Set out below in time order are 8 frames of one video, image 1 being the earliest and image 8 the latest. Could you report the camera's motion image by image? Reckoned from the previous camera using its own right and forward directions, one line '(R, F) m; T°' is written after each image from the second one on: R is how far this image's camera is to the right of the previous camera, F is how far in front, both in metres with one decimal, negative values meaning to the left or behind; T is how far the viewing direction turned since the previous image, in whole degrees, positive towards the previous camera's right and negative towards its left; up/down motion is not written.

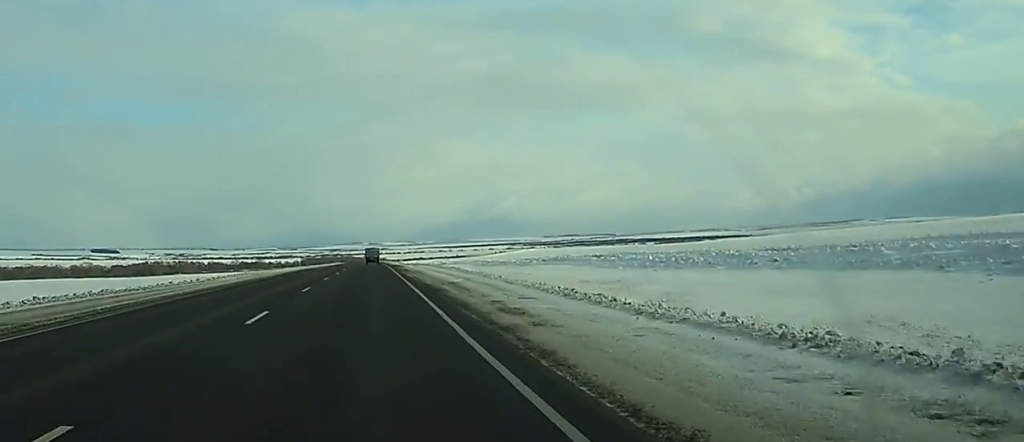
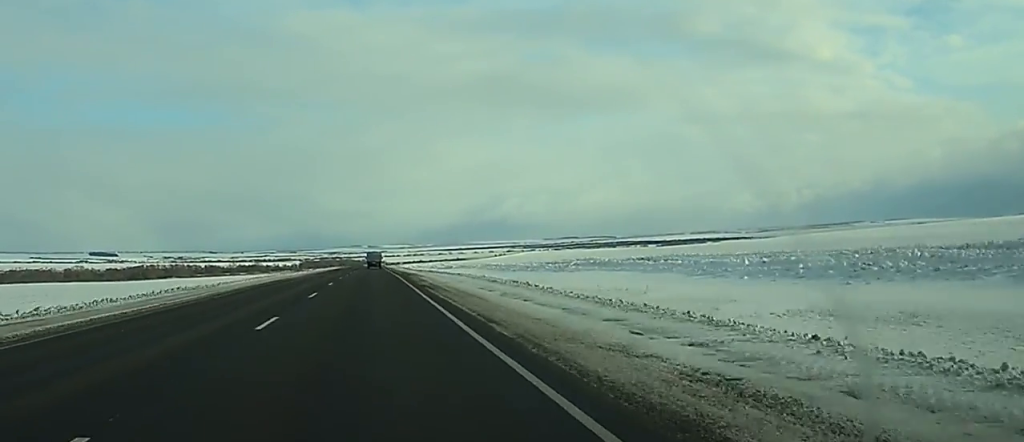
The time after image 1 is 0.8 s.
(-0.1, +23.7) m; 0°
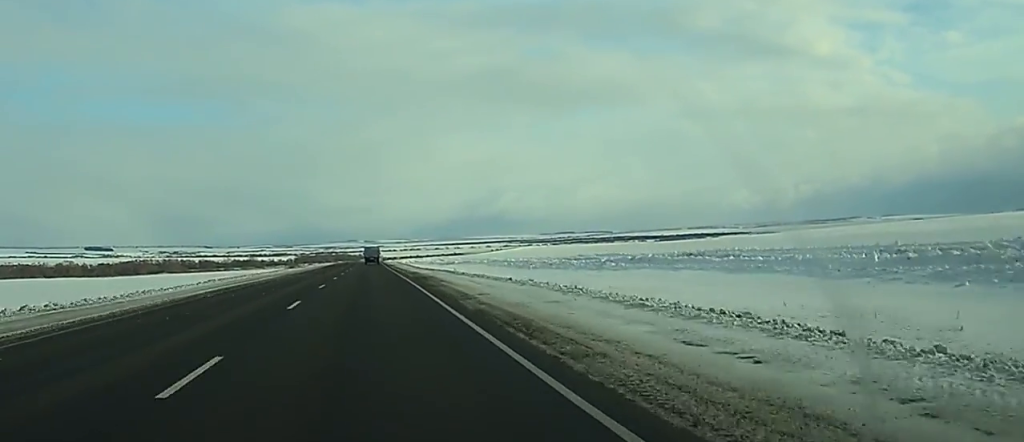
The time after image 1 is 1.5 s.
(0.0, +18.9) m; 0°
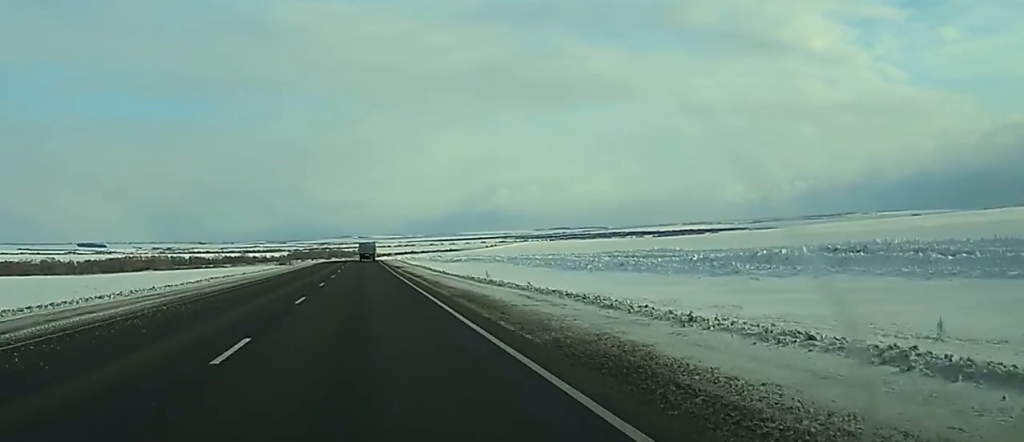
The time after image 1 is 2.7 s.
(+0.1, +33.1) m; +1°
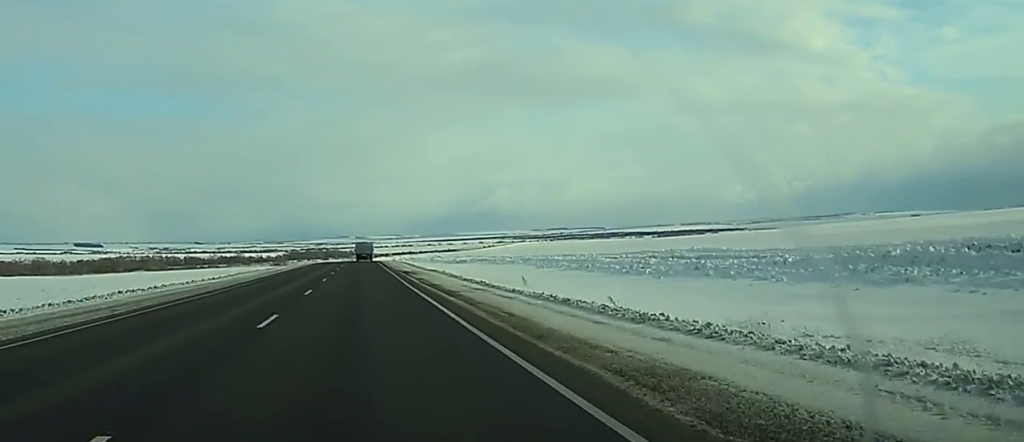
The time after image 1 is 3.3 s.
(0.0, +18.8) m; 0°
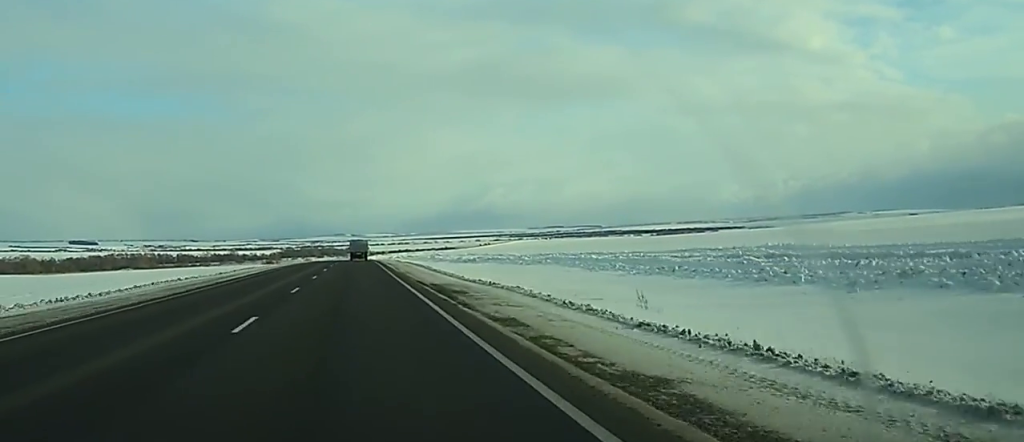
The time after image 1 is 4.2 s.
(+0.2, +25.3) m; 0°
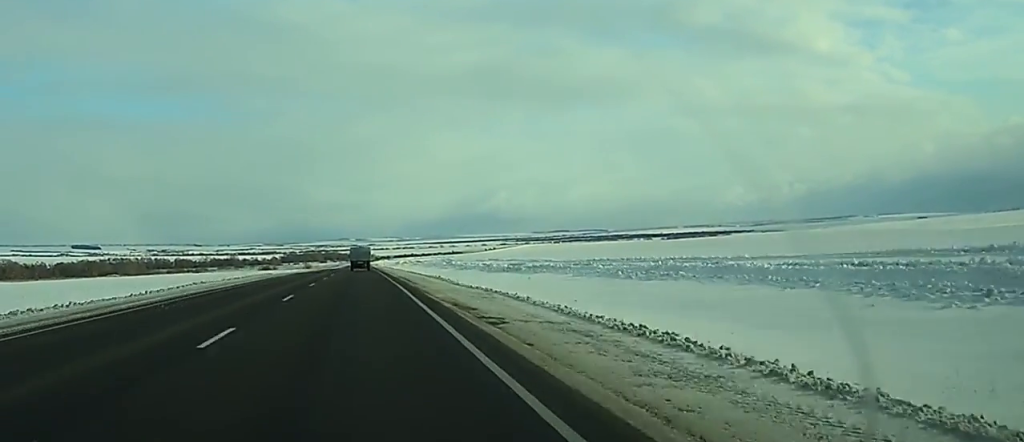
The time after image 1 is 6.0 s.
(-0.2, +49.2) m; 0°
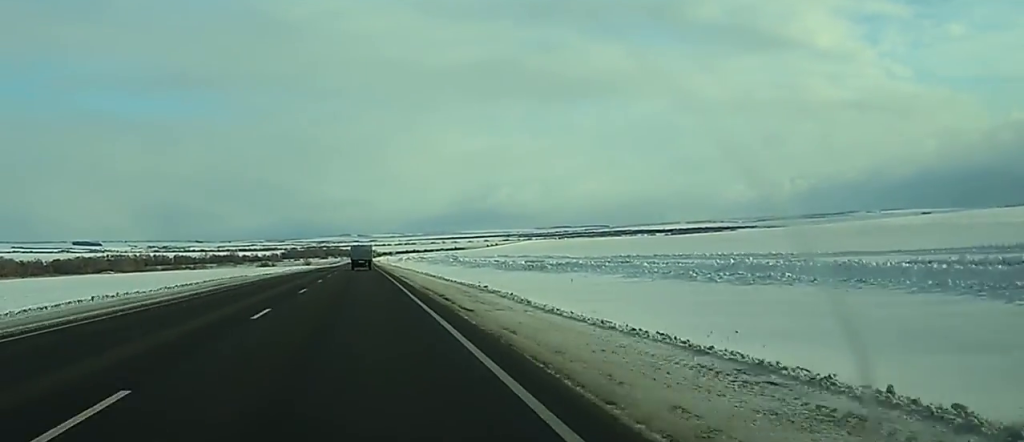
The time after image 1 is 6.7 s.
(0.0, +18.4) m; 0°
